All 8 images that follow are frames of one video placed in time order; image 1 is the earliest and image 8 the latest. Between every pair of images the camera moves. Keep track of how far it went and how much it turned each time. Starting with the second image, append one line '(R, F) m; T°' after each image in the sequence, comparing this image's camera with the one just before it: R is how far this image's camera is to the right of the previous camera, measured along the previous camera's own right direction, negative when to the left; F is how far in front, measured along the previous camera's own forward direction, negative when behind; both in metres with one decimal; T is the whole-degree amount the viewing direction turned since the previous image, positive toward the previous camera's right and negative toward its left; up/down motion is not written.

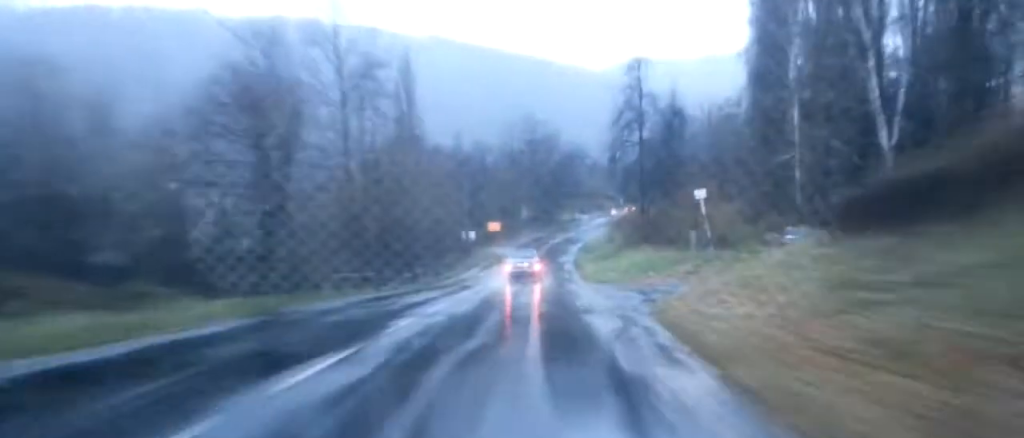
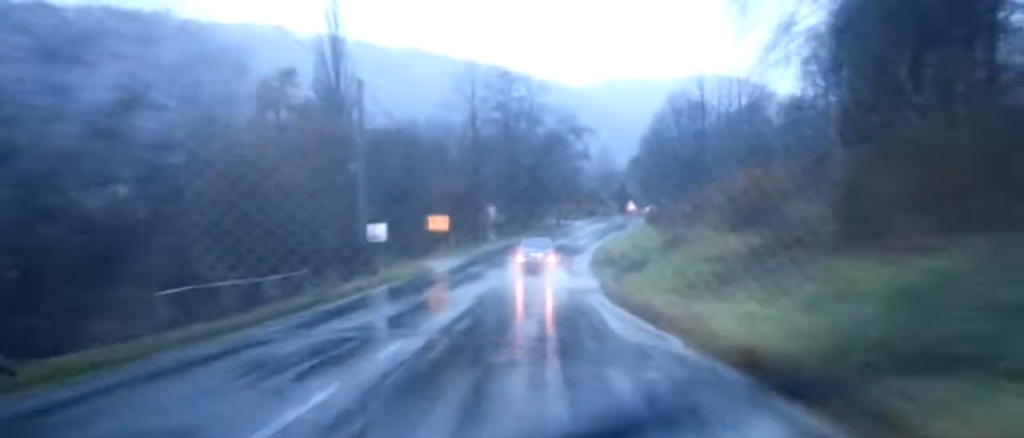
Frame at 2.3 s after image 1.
(+1.2, +39.9) m; +2°
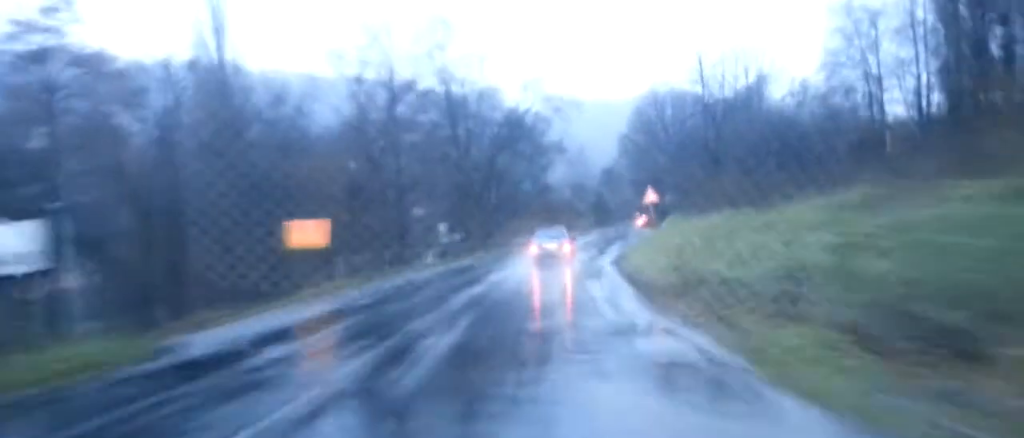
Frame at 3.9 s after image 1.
(+0.7, +25.8) m; +5°
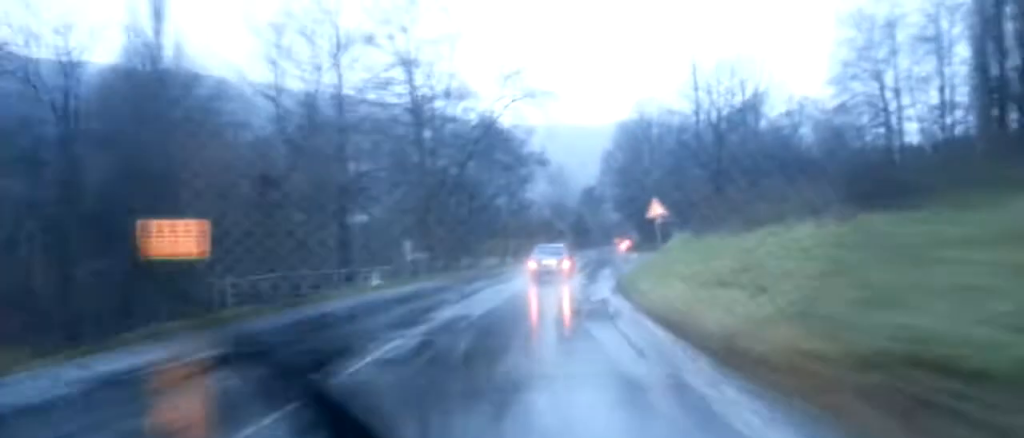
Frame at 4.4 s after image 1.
(+0.3, +8.5) m; +2°
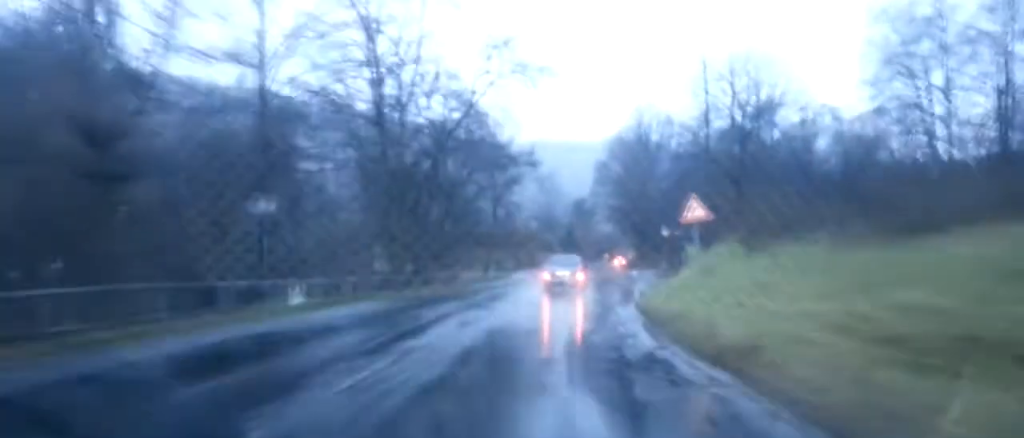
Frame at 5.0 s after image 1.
(+0.2, +9.4) m; +1°
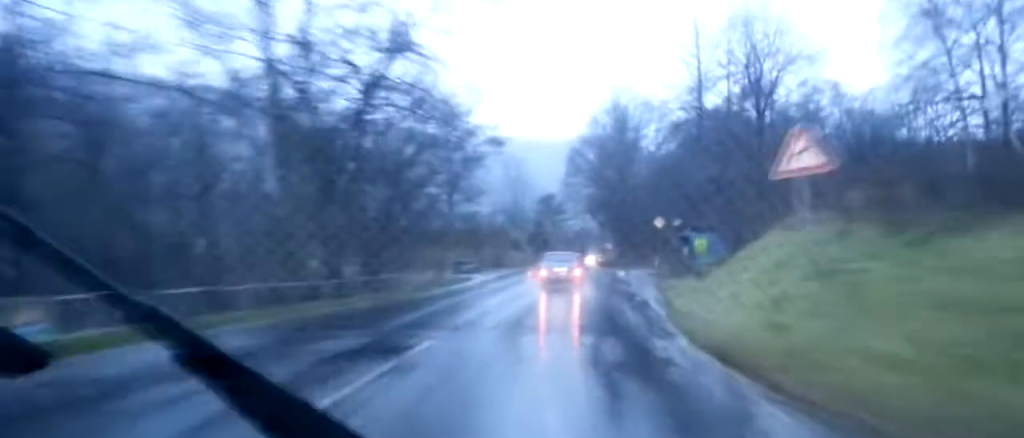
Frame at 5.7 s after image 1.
(+0.1, +10.7) m; 0°
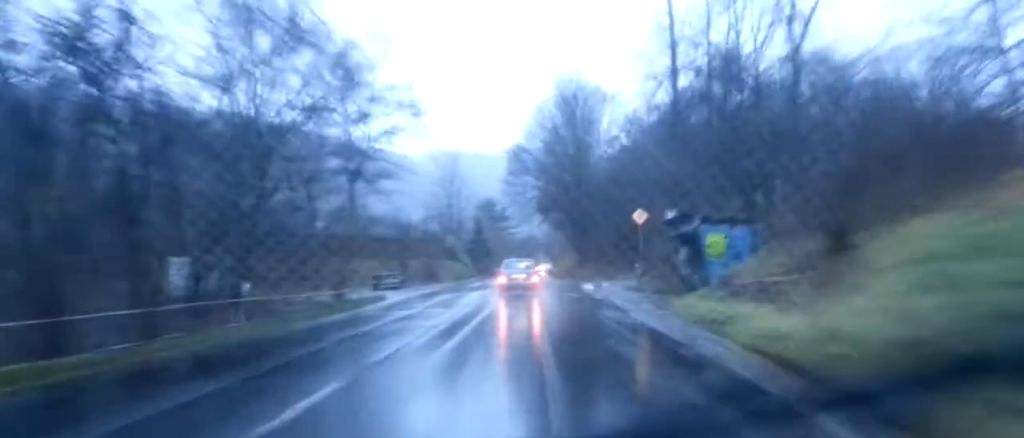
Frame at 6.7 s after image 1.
(0.0, +13.3) m; +2°
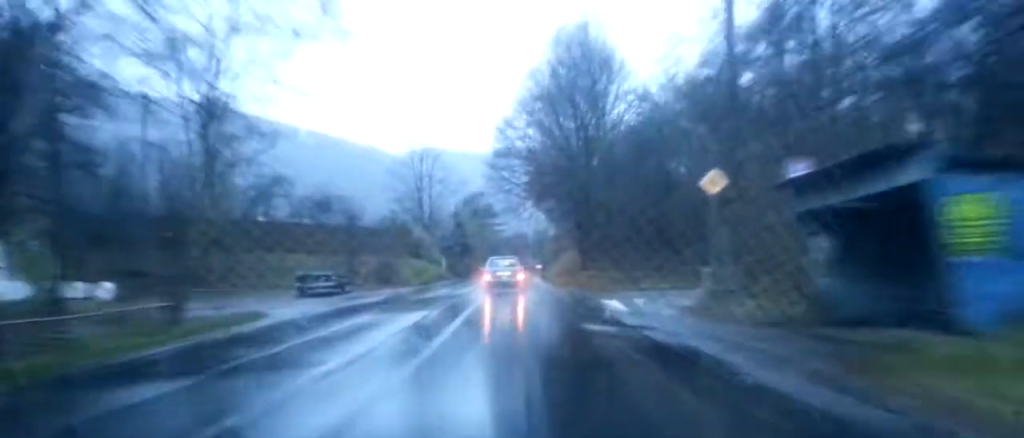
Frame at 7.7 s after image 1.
(+0.5, +15.1) m; +3°
